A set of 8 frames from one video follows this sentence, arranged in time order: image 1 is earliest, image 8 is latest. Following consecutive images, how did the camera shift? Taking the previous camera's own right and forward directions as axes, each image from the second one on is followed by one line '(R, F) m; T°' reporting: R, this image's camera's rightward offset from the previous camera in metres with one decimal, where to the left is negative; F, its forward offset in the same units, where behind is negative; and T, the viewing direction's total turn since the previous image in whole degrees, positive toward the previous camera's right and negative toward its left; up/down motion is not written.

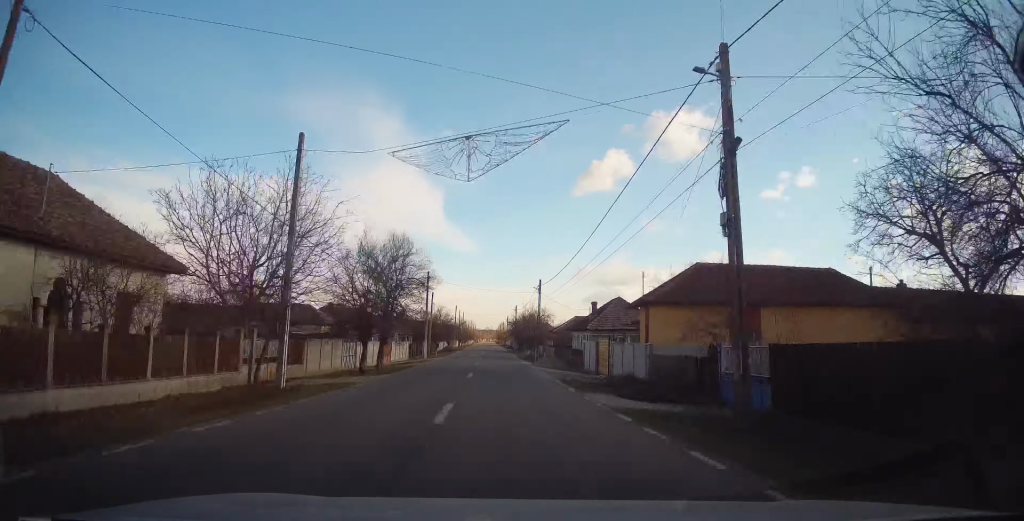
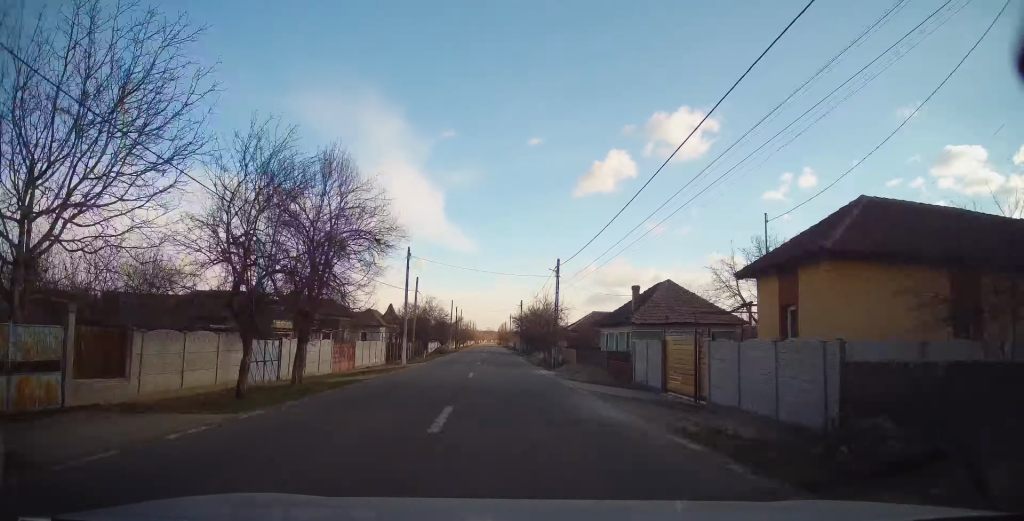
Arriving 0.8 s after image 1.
(+0.3, +12.7) m; +2°
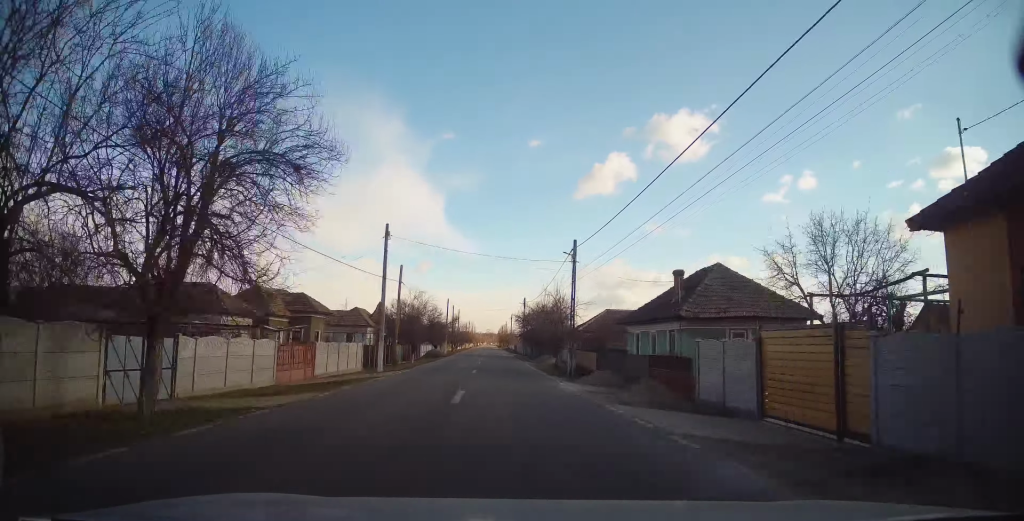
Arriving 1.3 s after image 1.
(+0.1, +7.8) m; 0°
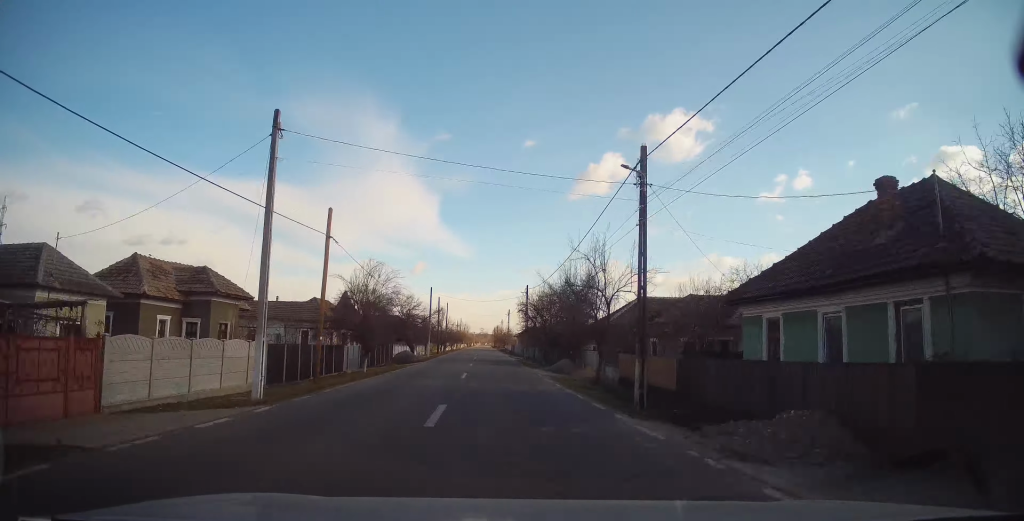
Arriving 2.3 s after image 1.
(+0.1, +15.1) m; 0°
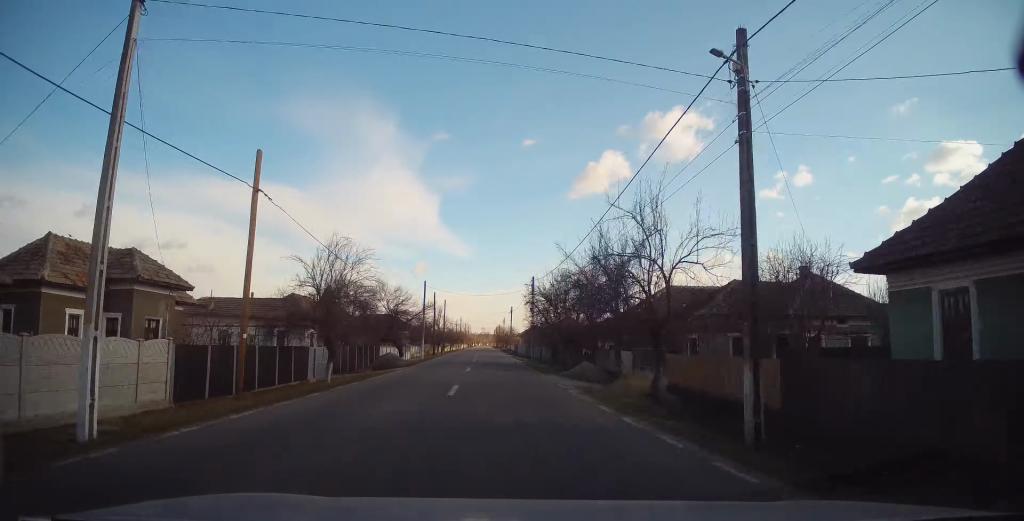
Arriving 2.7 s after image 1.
(0.0, +6.8) m; 0°
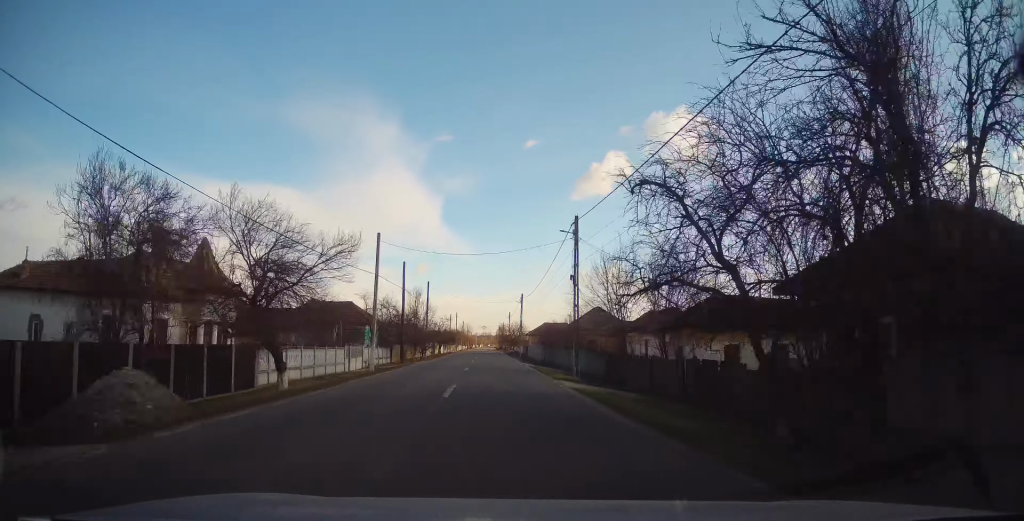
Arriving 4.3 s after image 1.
(-0.4, +23.6) m; -2°
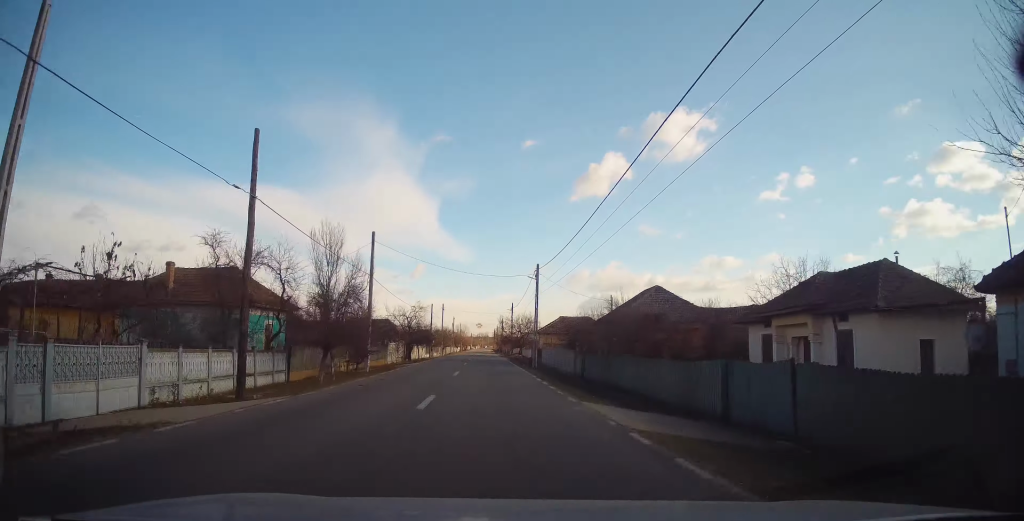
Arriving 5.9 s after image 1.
(+0.1, +25.3) m; +2°
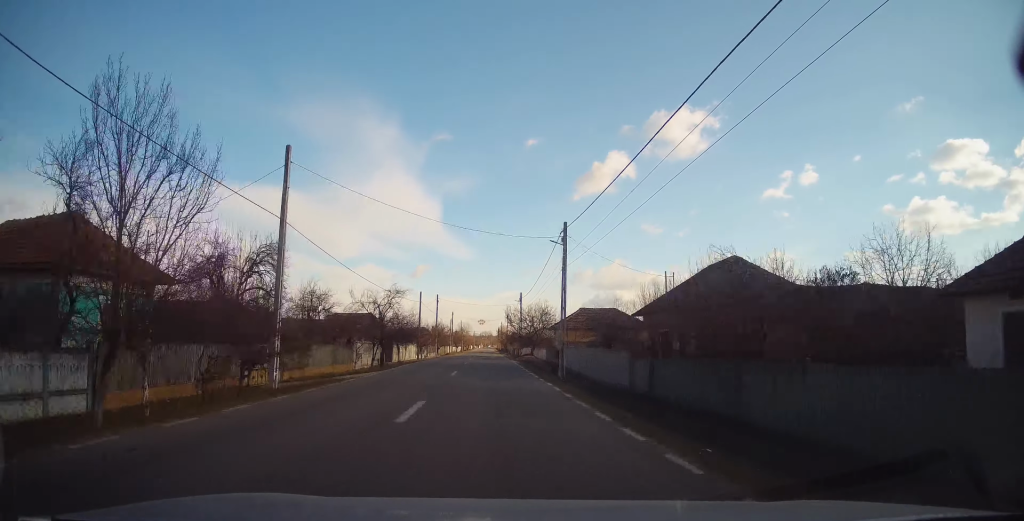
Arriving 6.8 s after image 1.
(+0.1, +14.1) m; -1°
